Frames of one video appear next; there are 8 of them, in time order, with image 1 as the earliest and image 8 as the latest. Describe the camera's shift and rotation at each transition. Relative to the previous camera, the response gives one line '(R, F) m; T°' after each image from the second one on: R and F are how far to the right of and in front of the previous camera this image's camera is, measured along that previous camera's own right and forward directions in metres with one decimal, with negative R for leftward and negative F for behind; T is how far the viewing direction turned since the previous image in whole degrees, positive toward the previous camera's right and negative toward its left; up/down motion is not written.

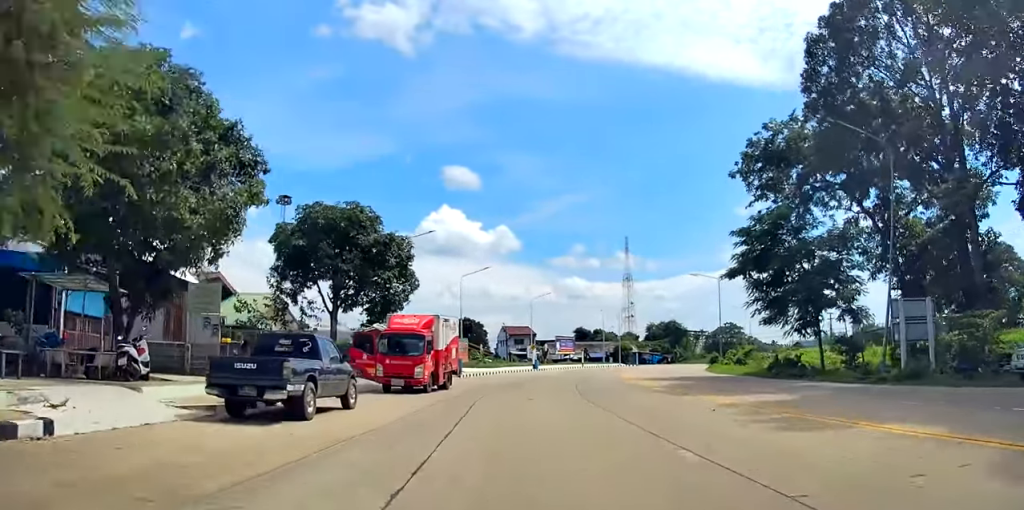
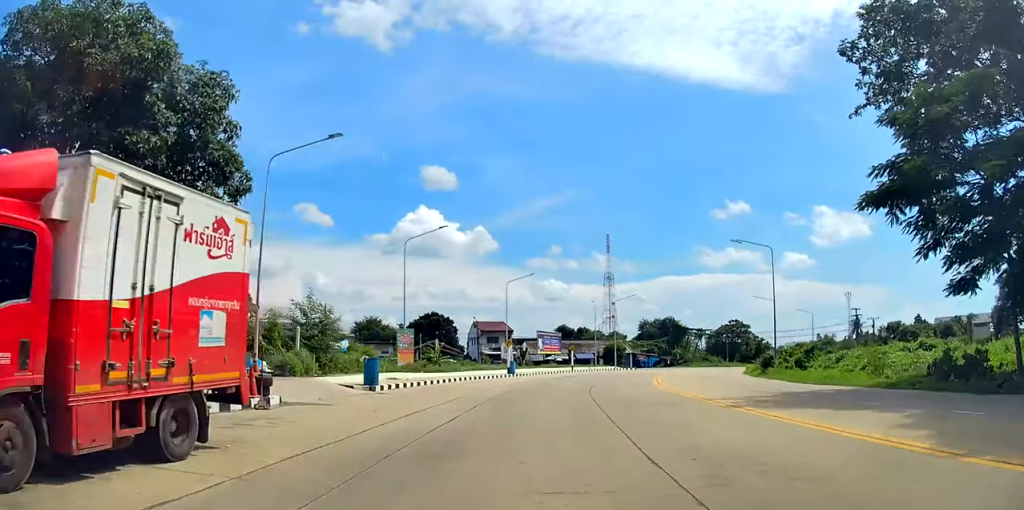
(+0.6, +19.7) m; +4°
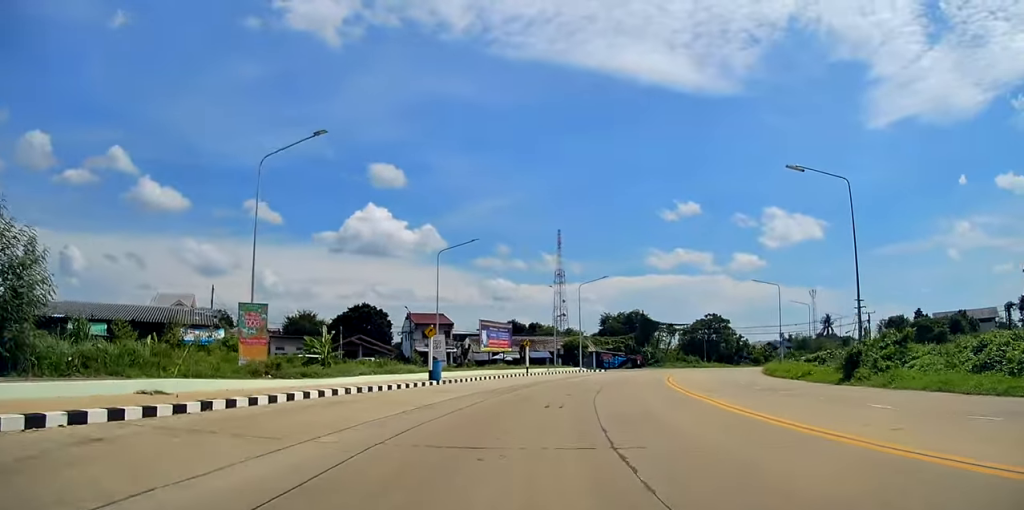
(+0.1, +18.0) m; +4°
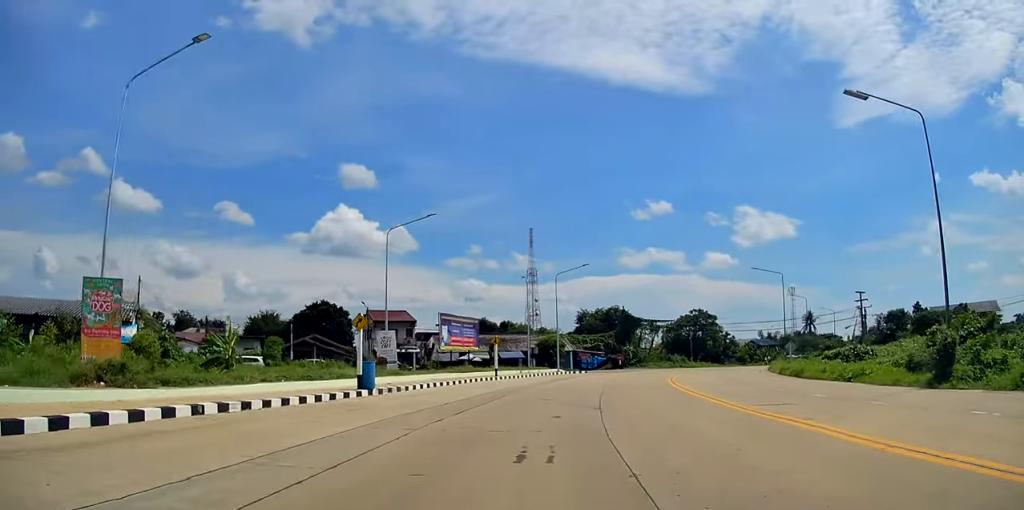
(+0.3, +8.2) m; +3°
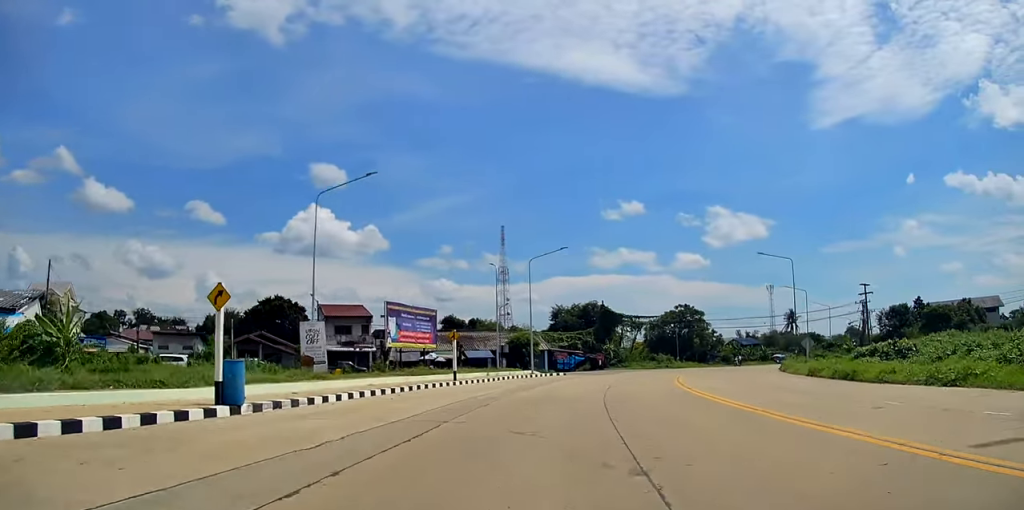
(+0.9, +8.6) m; +4°
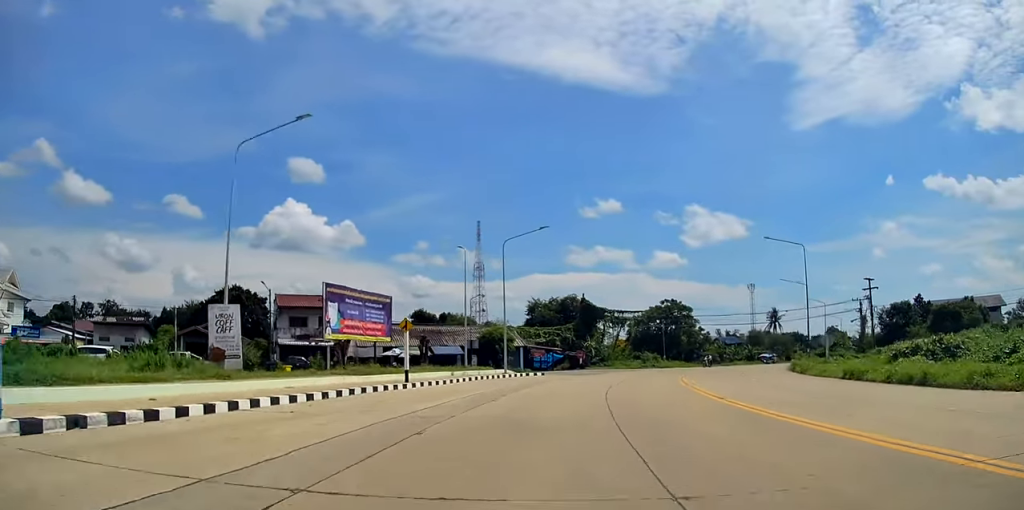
(-0.2, +6.5) m; +1°
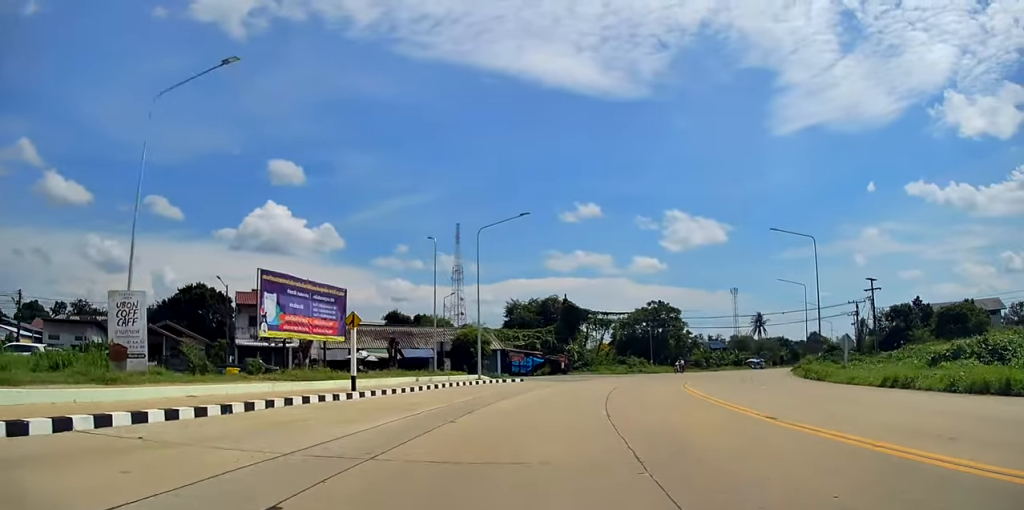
(-0.3, +5.2) m; +1°
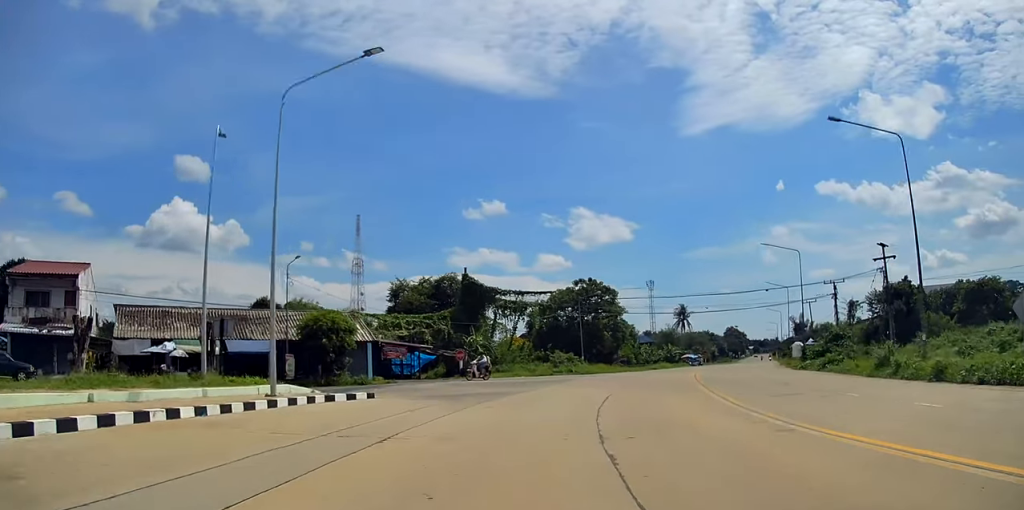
(+2.1, +19.2) m; +11°
